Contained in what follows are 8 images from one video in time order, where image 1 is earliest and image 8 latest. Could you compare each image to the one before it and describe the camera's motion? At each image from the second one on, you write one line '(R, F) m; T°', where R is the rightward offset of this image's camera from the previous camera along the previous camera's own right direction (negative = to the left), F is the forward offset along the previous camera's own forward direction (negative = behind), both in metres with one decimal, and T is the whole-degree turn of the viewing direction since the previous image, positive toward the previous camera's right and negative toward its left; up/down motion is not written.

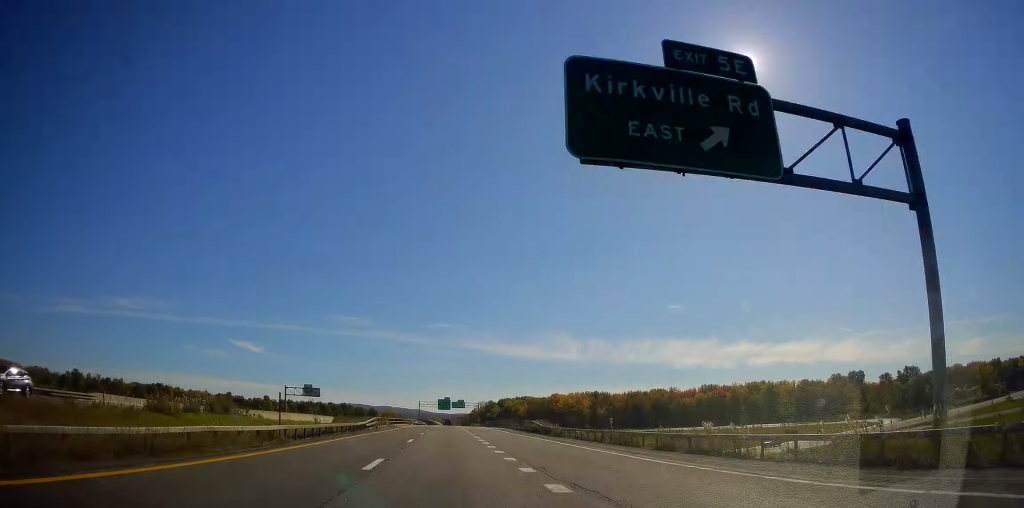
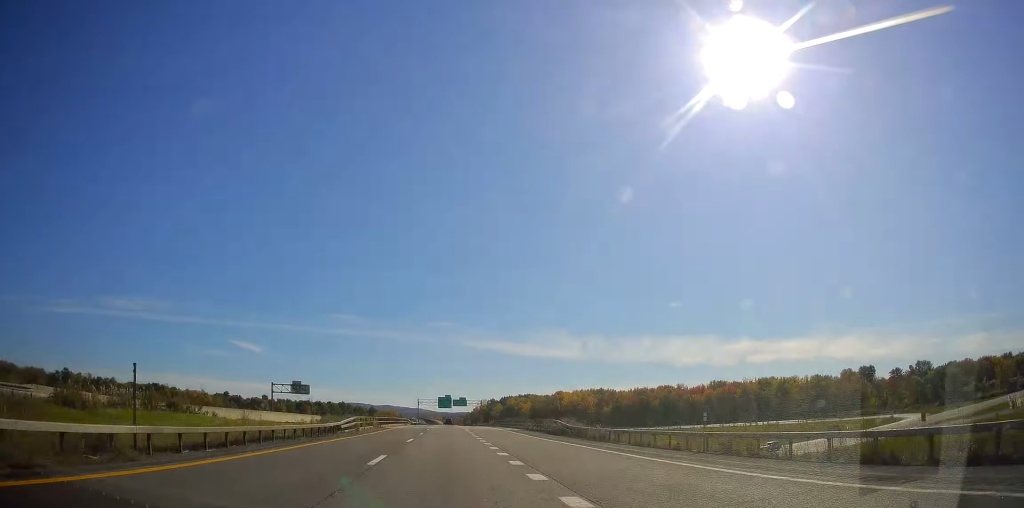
(0.0, +12.5) m; 0°
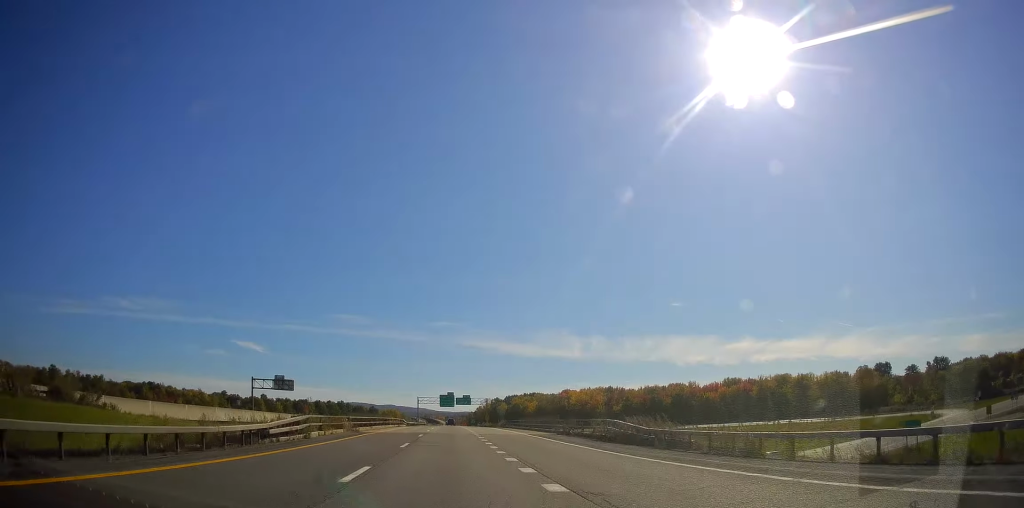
(0.0, +16.4) m; 0°
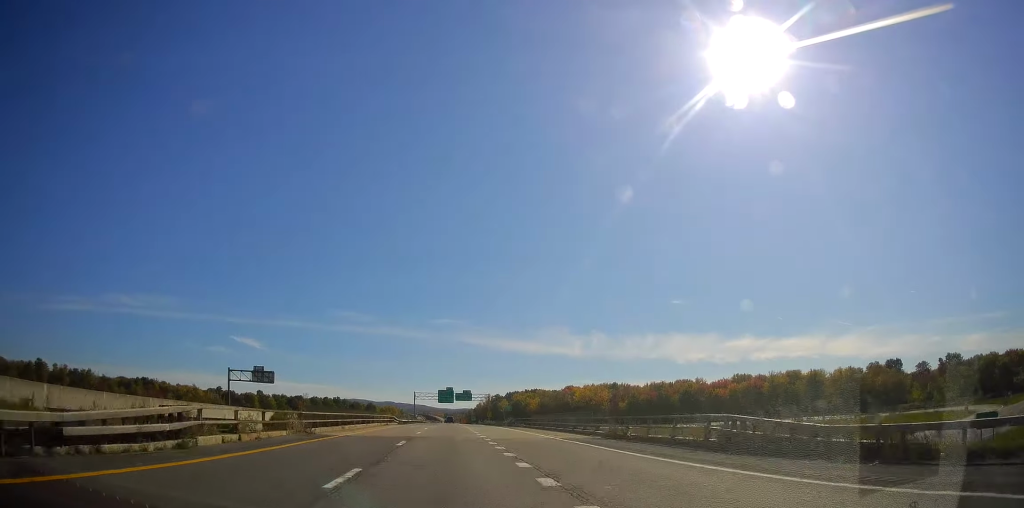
(0.0, +13.5) m; 0°
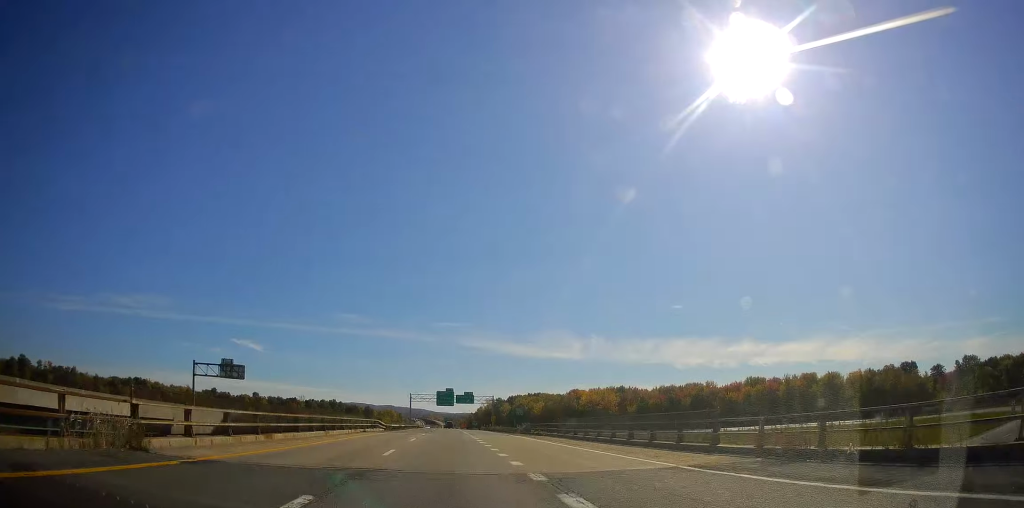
(0.0, +16.5) m; 0°
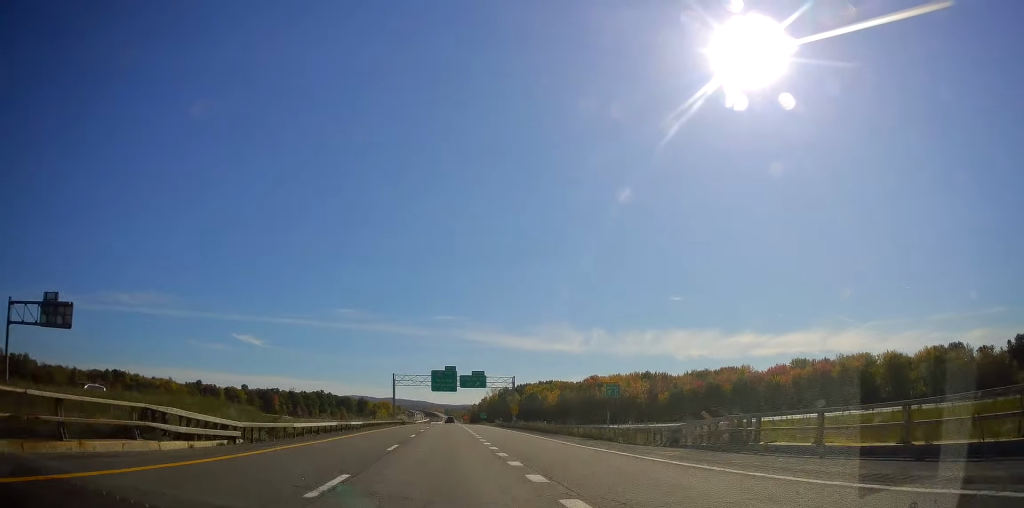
(0.0, +47.9) m; 0°
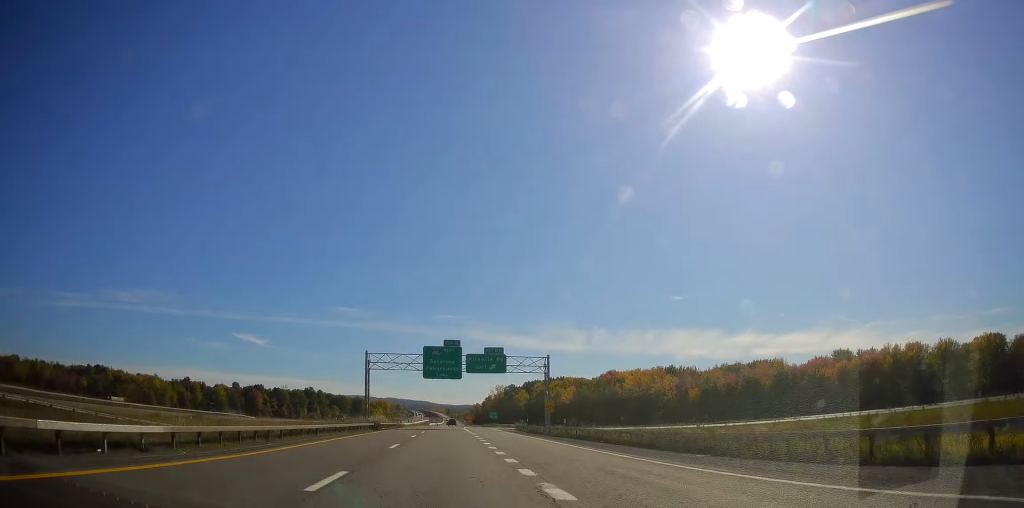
(0.0, +35.1) m; 0°
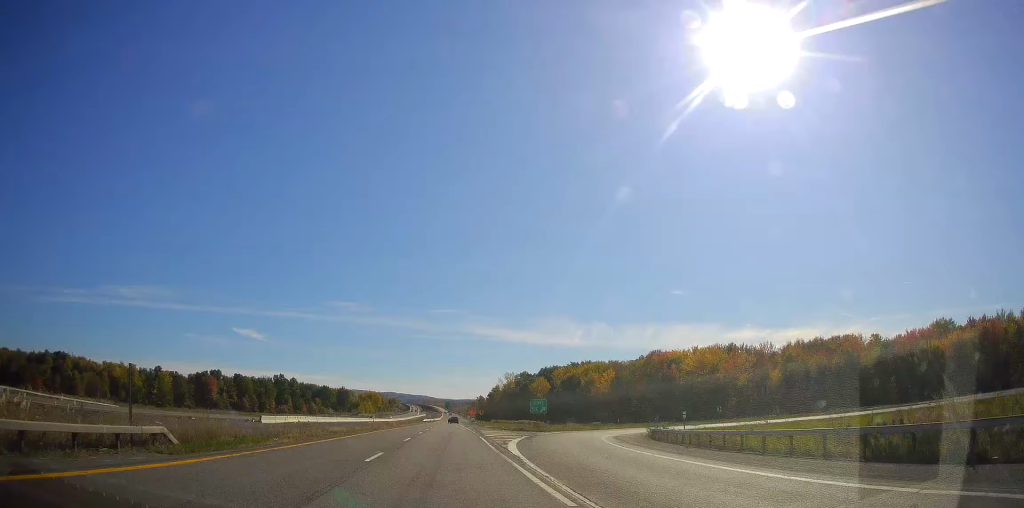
(0.0, +66.5) m; -1°
